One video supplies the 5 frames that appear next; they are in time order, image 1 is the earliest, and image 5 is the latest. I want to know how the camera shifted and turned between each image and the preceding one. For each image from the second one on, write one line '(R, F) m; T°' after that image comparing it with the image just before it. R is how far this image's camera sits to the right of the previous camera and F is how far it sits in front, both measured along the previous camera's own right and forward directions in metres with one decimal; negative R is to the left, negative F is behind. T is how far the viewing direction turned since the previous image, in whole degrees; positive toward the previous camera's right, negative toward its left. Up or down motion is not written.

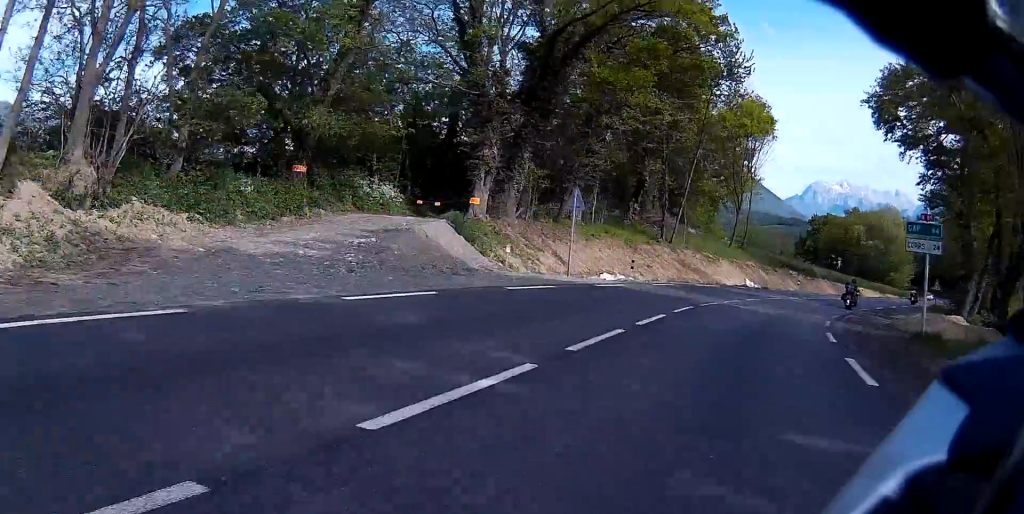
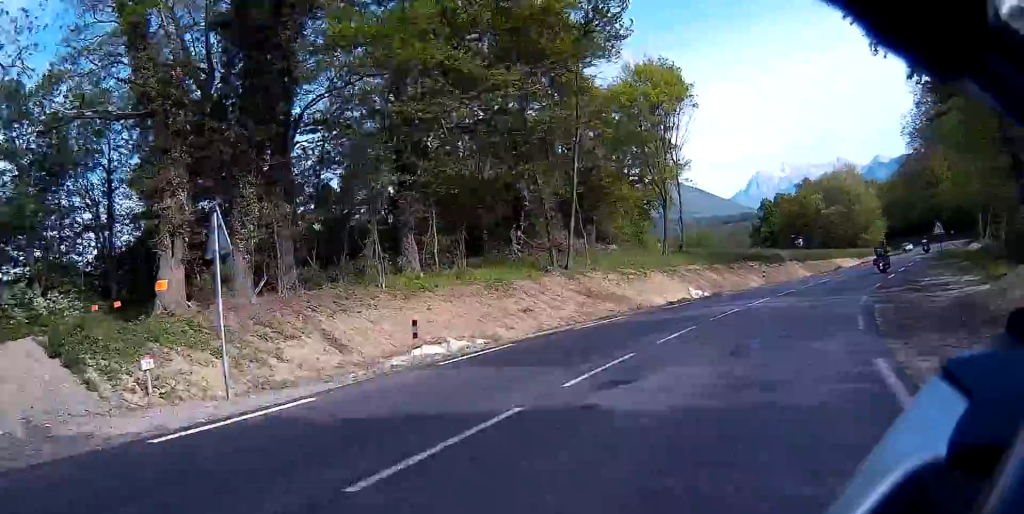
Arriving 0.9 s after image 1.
(+0.2, +16.4) m; +1°
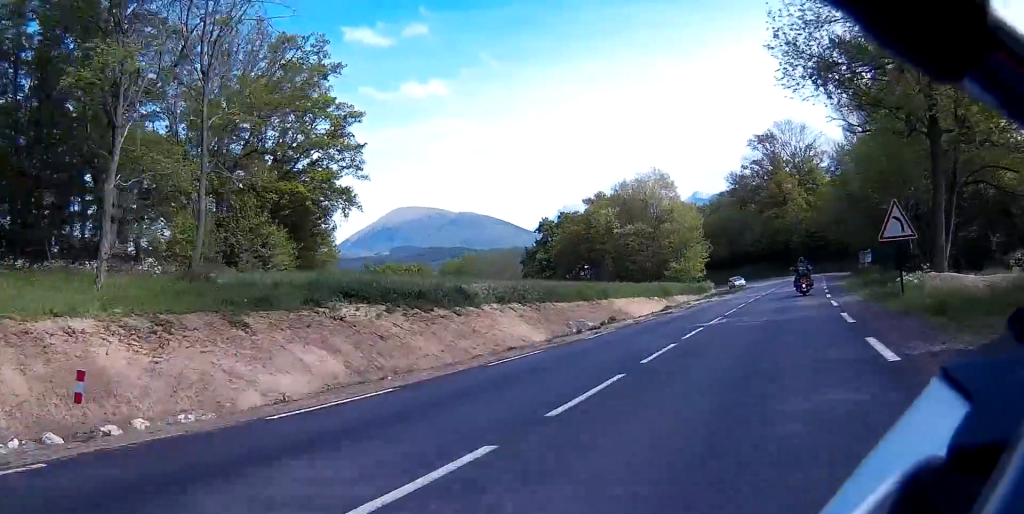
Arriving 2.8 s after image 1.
(+0.1, +35.0) m; +4°
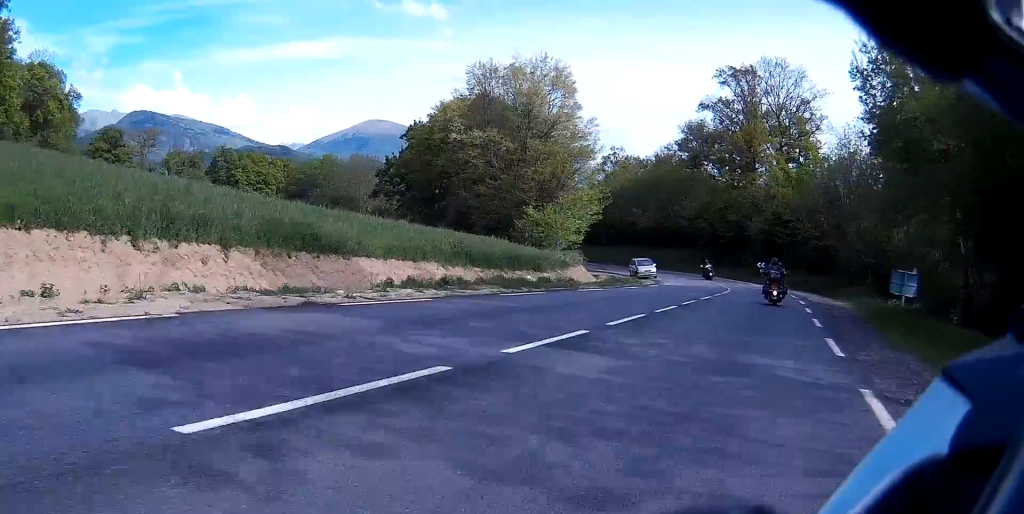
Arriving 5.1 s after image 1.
(+4.9, +42.0) m; +8°
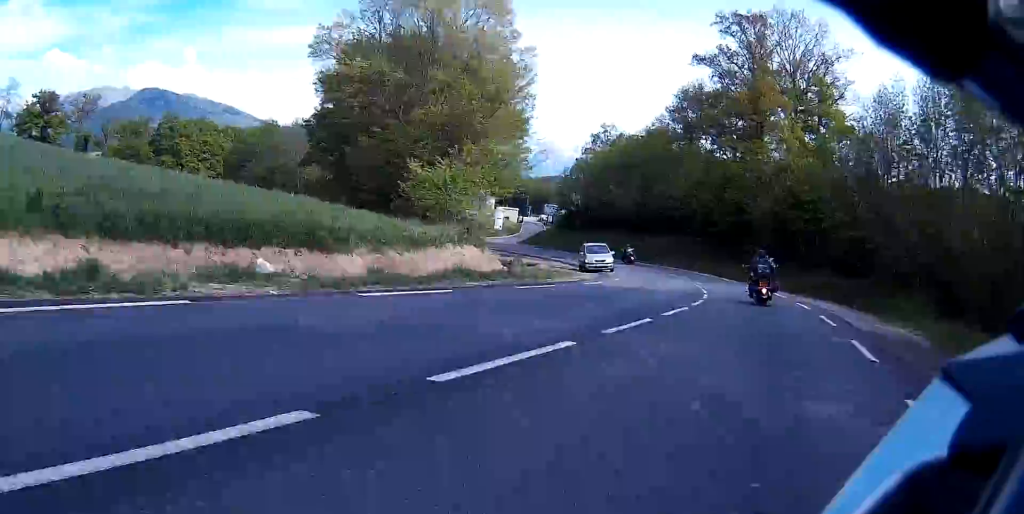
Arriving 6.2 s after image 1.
(-0.2, +19.7) m; -1°
